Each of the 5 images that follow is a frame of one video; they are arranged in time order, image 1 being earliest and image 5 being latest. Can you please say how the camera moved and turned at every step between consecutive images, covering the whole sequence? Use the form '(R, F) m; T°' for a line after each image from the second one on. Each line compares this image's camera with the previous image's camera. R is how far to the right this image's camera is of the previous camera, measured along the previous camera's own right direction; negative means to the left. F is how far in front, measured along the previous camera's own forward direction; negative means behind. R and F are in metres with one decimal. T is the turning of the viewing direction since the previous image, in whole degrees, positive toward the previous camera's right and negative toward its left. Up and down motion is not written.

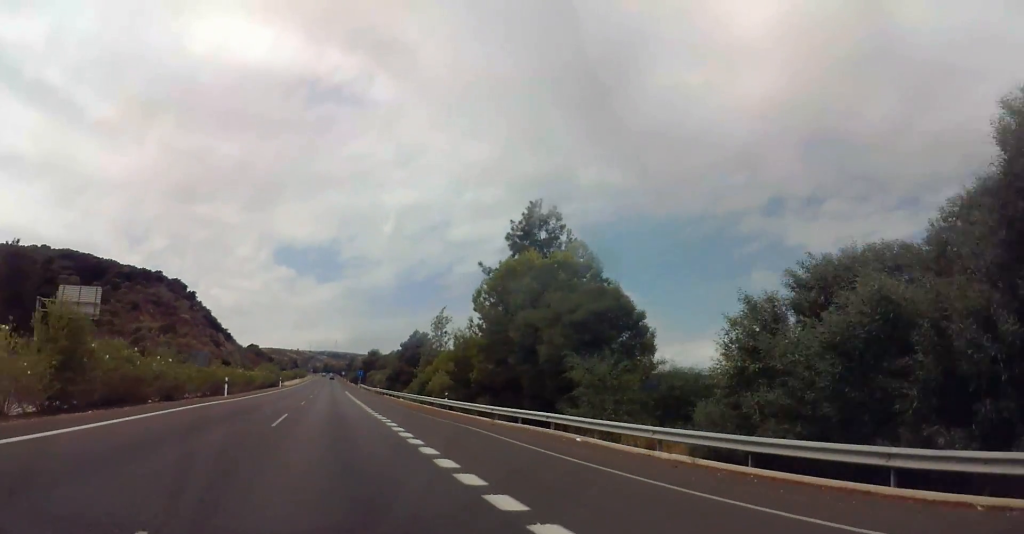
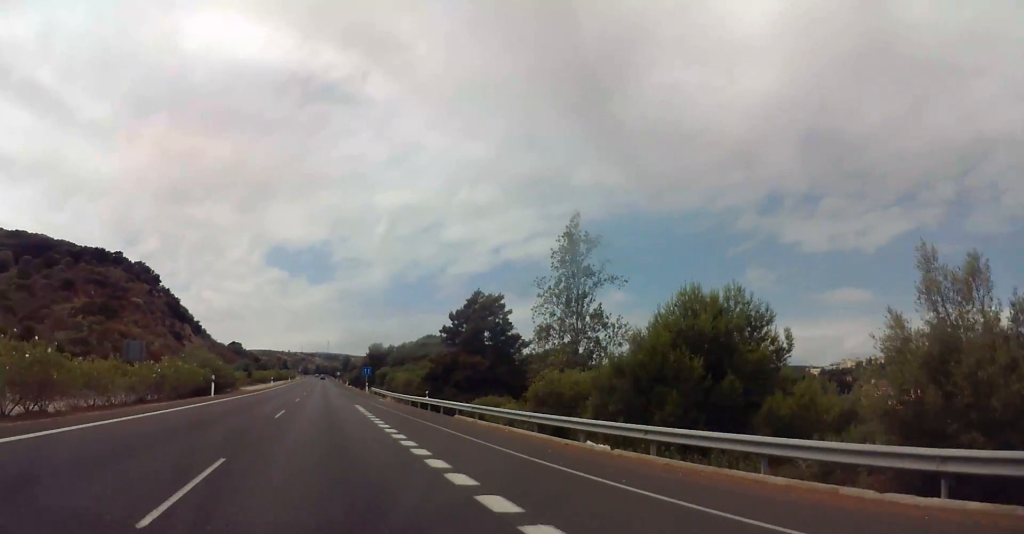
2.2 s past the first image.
(-1.6, +50.6) m; -2°
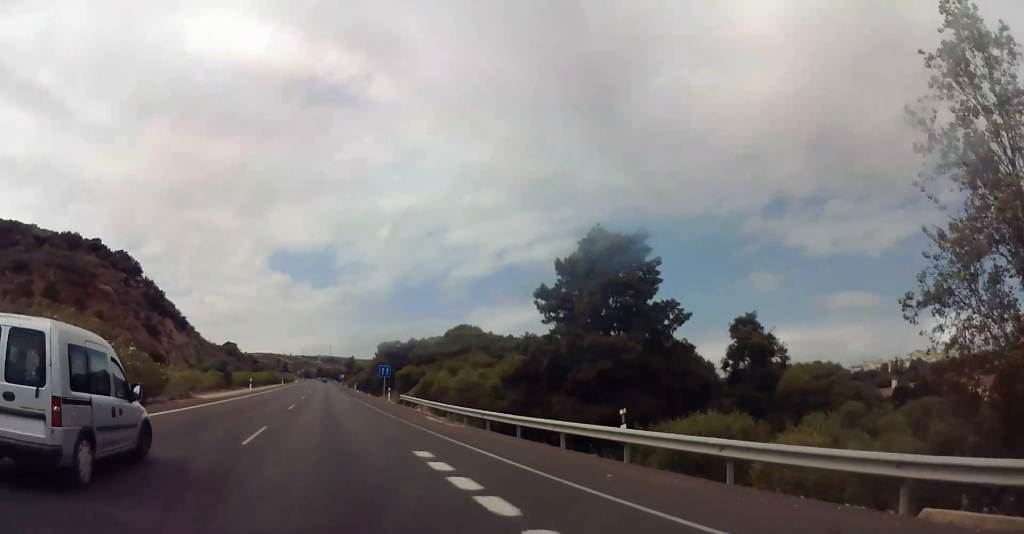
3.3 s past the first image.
(0.0, +26.8) m; 0°
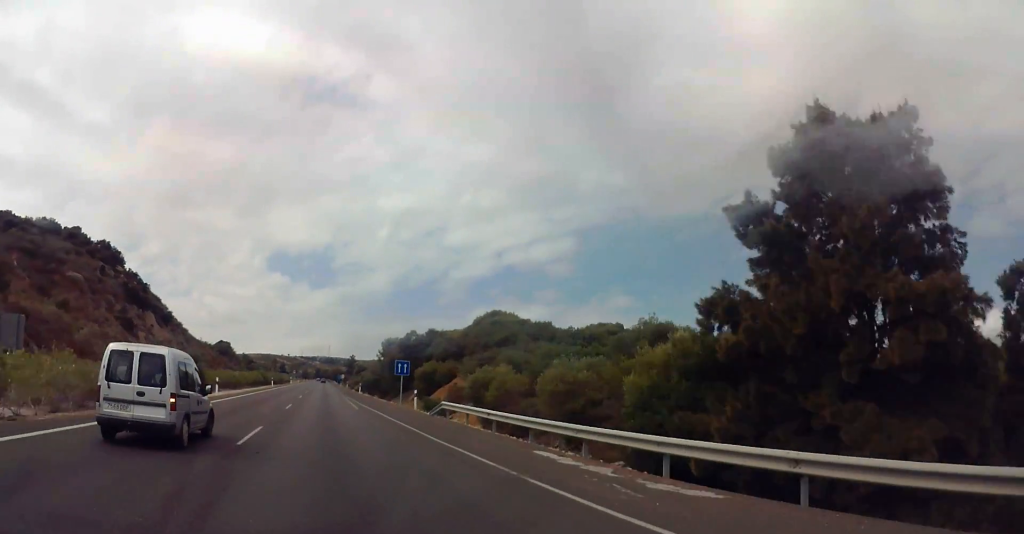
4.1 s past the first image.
(0.0, +18.4) m; 0°
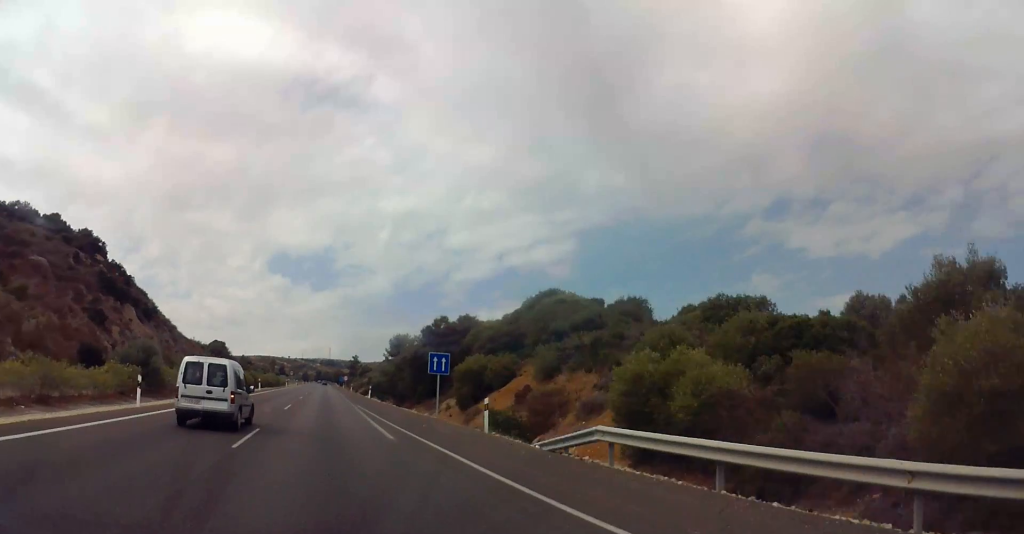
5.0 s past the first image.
(0.0, +19.3) m; 0°
